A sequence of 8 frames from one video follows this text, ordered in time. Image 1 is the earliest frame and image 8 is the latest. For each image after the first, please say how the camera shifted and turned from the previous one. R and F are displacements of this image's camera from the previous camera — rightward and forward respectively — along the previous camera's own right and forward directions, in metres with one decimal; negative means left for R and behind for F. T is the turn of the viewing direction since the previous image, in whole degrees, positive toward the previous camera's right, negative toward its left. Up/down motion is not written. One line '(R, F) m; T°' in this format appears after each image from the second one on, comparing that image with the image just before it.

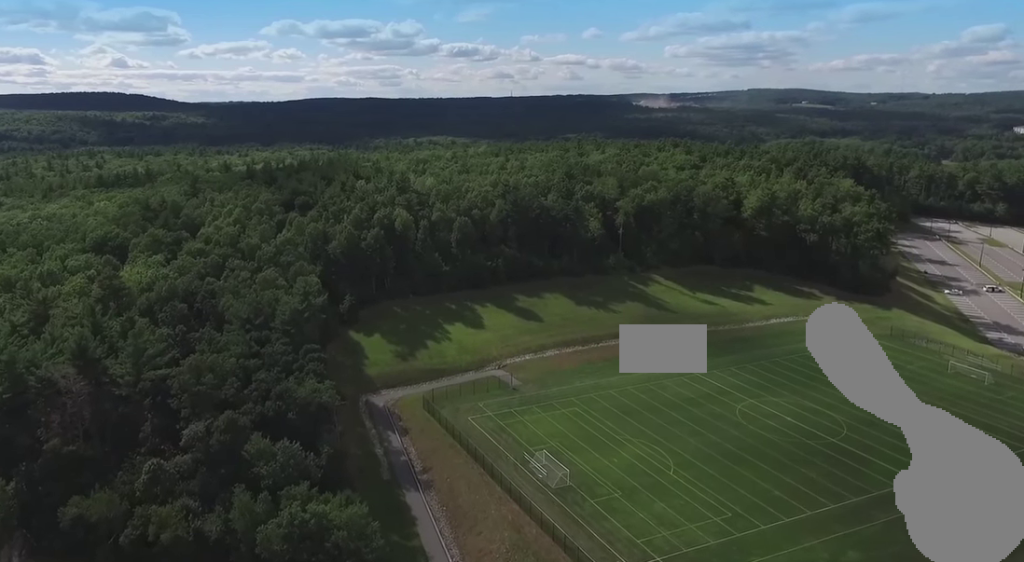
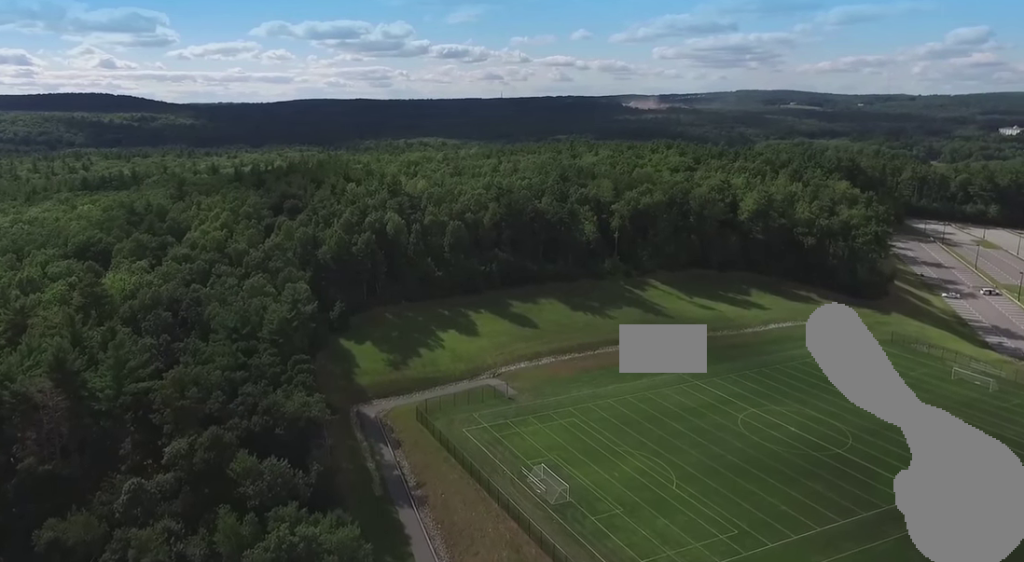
(+0.1, +4.2) m; +1°
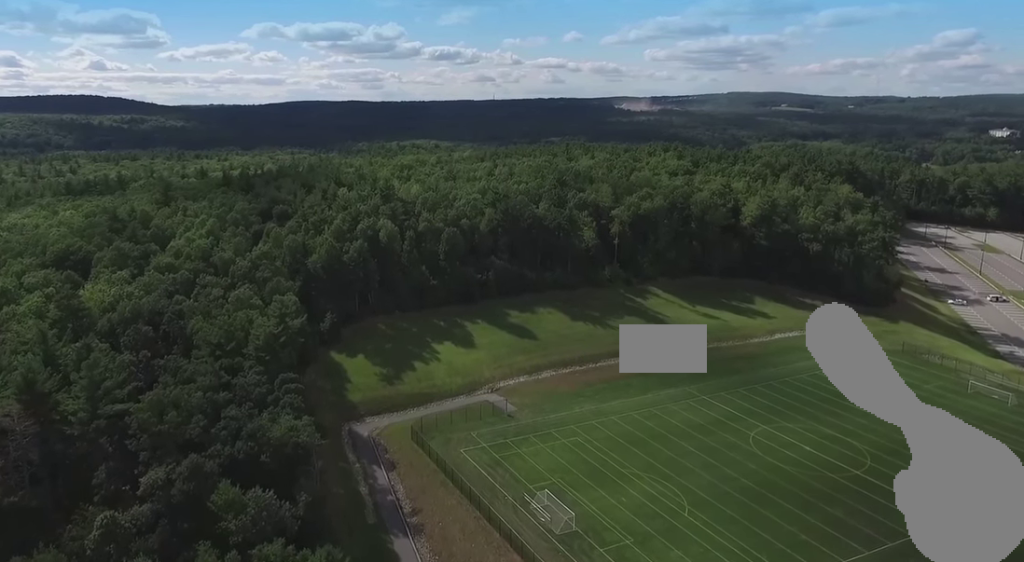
(+0.1, +6.6) m; +1°
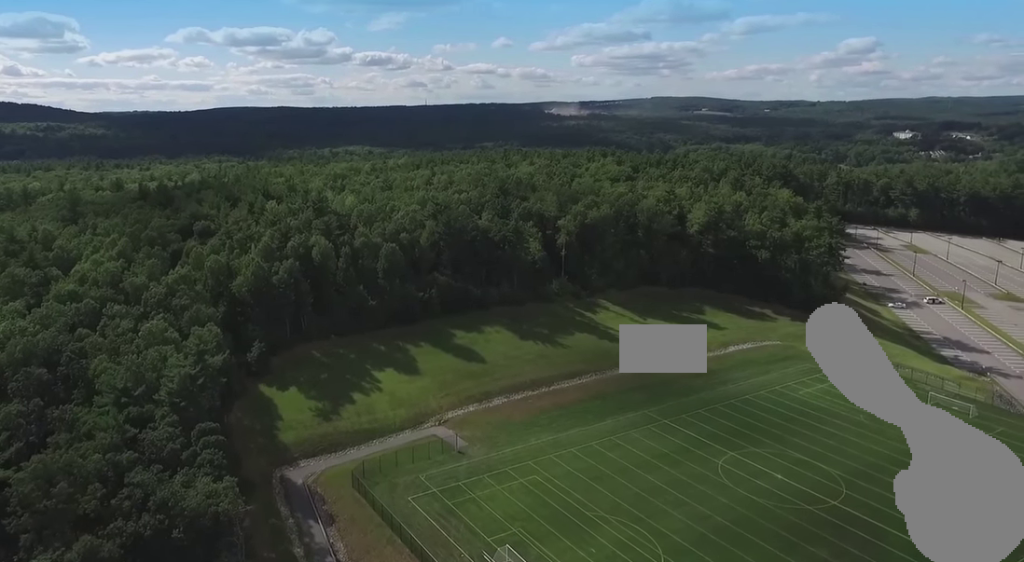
(+0.6, +12.3) m; +7°
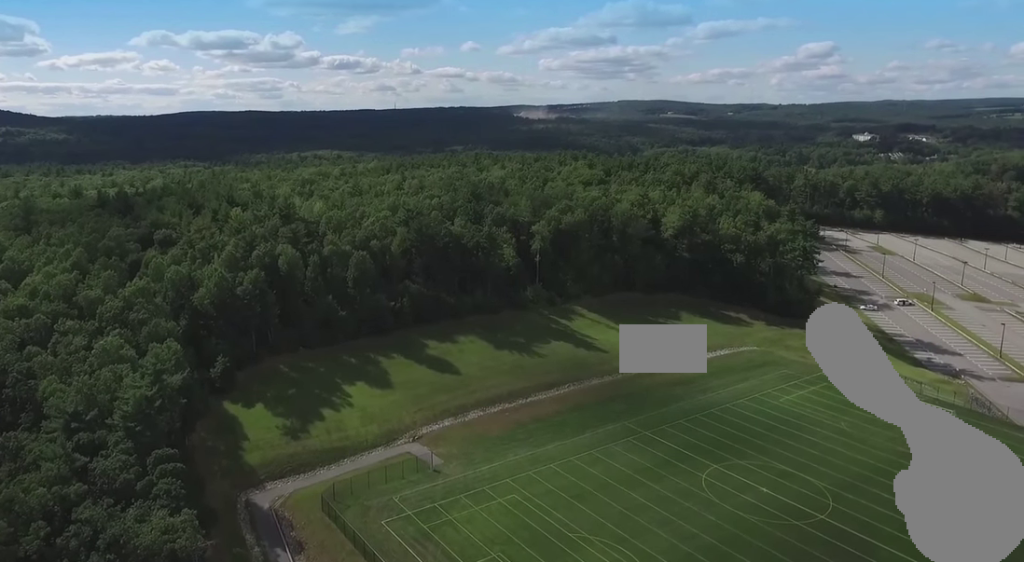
(+0.2, +4.6) m; +5°
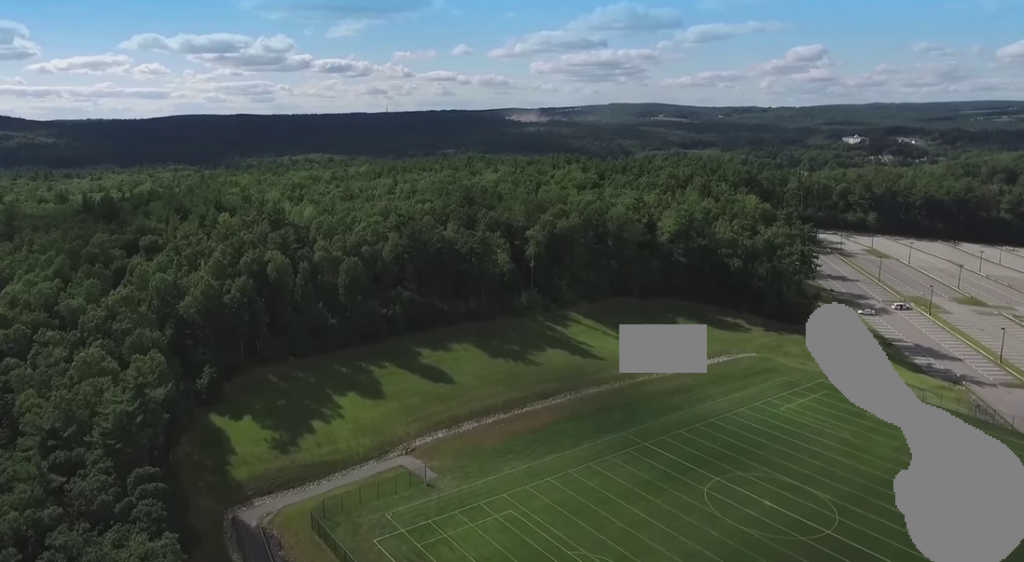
(+0.2, +3.6) m; +5°
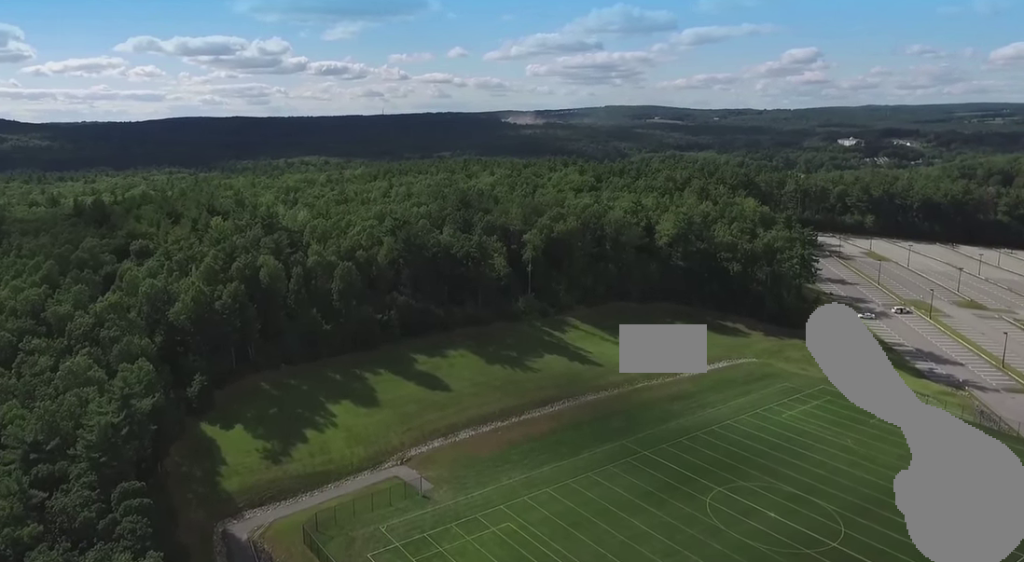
(+0.1, +2.7) m; +2°
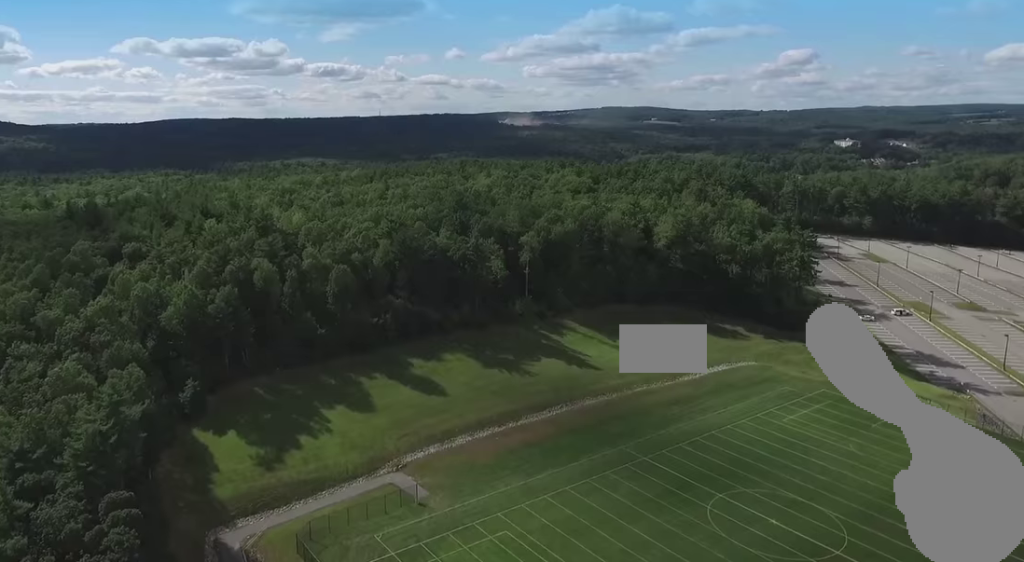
(0.0, +1.9) m; +1°
